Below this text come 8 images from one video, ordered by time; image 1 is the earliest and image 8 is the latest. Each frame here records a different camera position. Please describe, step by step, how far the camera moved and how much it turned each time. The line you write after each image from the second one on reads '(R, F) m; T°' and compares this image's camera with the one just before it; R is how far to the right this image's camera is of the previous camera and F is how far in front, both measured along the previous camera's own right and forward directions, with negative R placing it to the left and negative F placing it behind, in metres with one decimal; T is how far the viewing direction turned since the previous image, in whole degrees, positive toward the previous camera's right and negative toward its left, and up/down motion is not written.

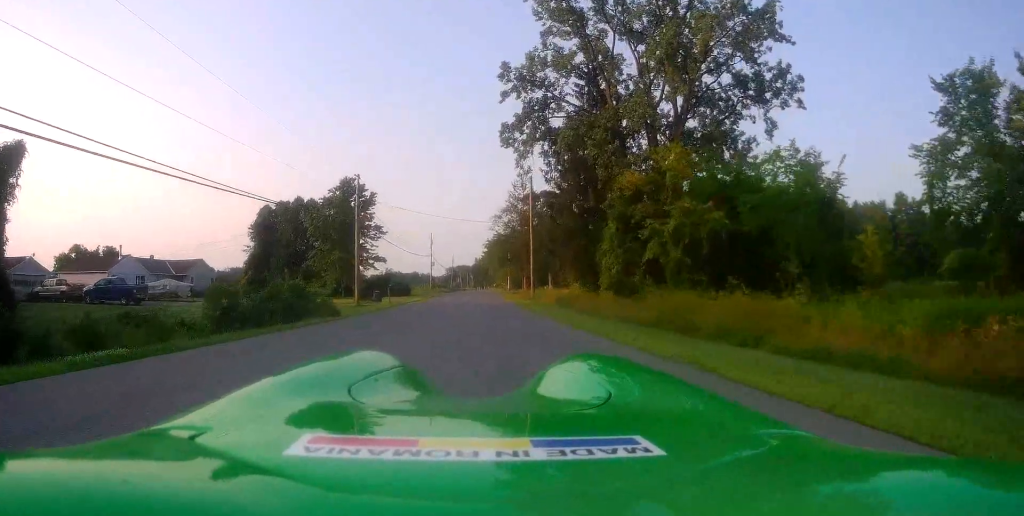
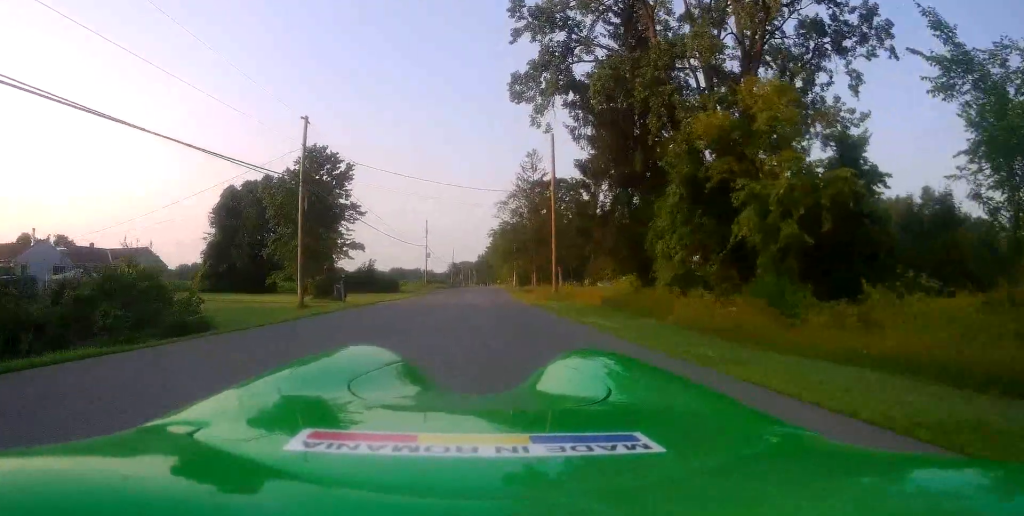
(0.0, +12.7) m; 0°
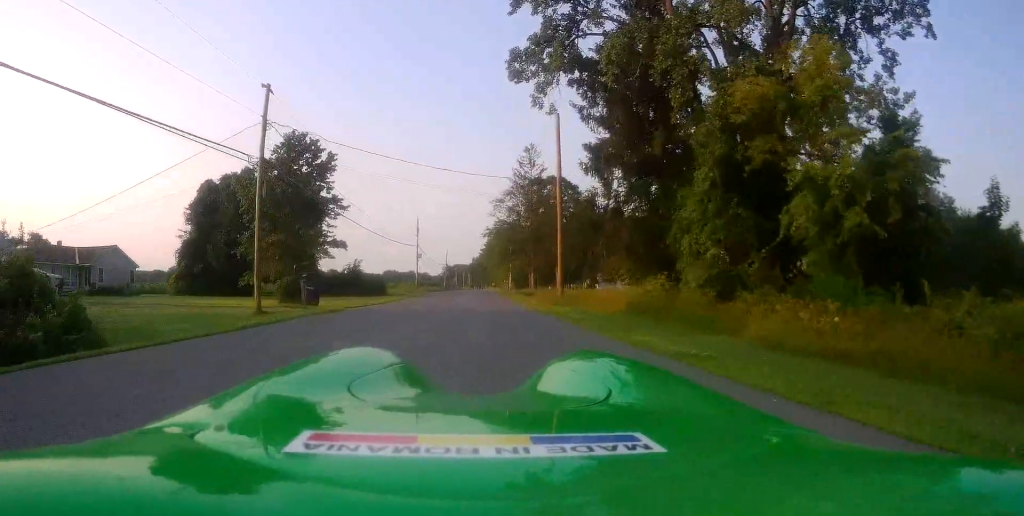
(+0.1, +5.0) m; 0°
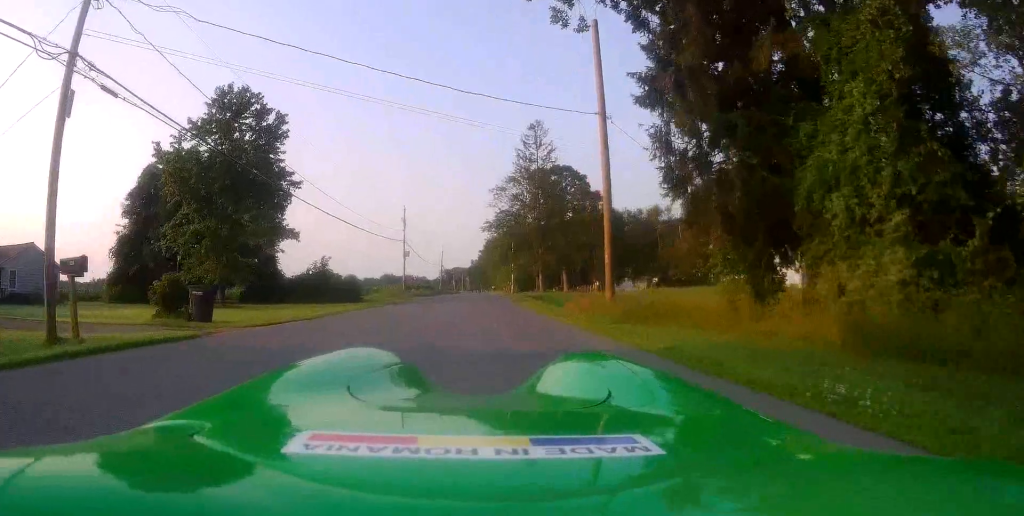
(-0.1, +11.7) m; 0°
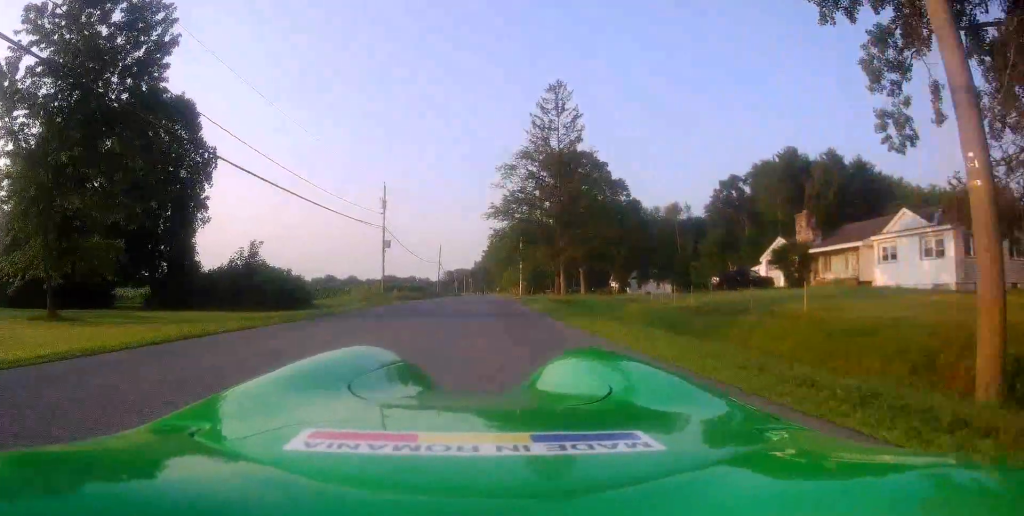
(0.0, +14.9) m; +2°
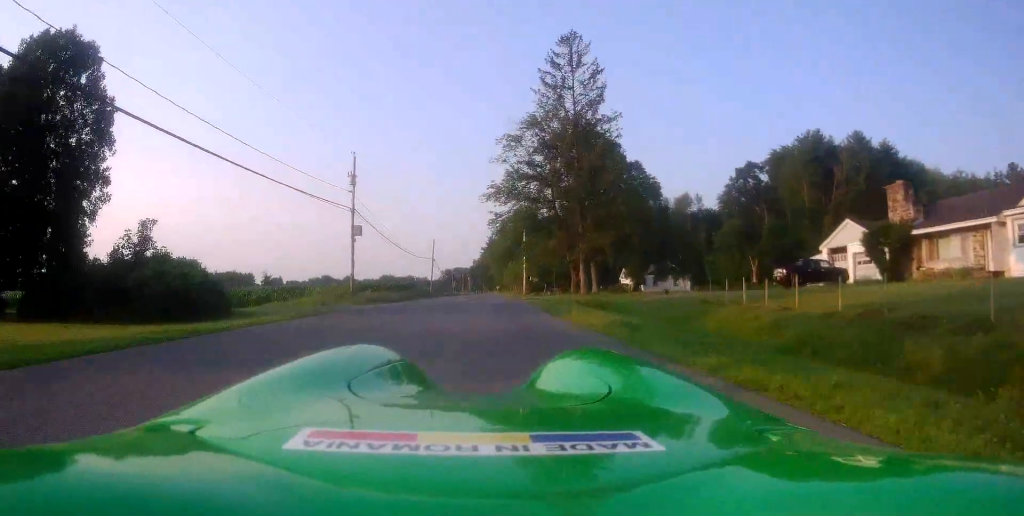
(+0.3, +10.4) m; 0°
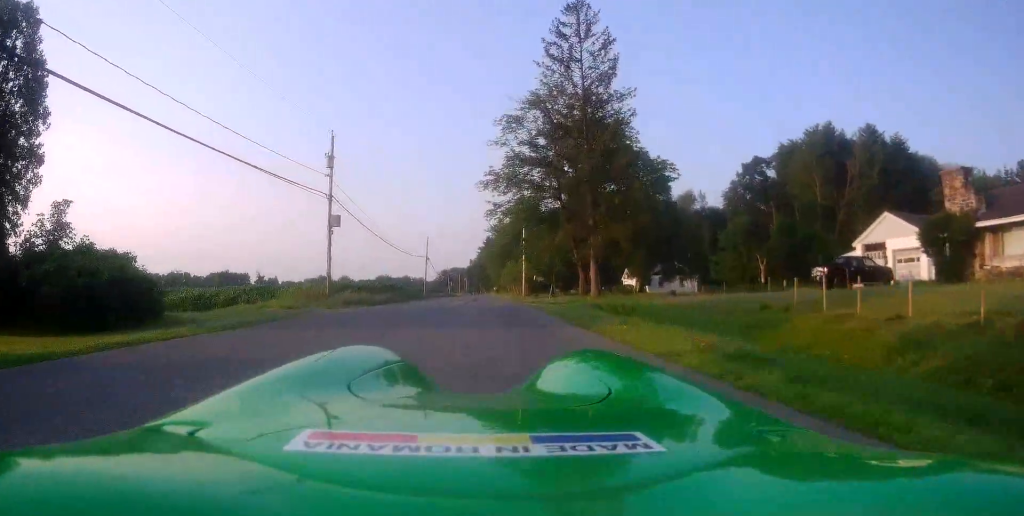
(-0.1, +5.1) m; -1°
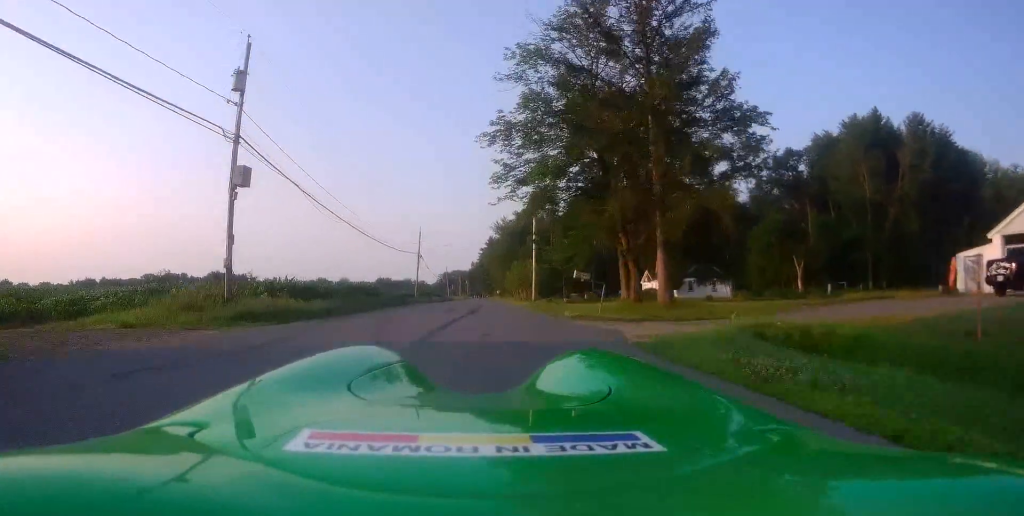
(-0.3, +13.0) m; 0°
